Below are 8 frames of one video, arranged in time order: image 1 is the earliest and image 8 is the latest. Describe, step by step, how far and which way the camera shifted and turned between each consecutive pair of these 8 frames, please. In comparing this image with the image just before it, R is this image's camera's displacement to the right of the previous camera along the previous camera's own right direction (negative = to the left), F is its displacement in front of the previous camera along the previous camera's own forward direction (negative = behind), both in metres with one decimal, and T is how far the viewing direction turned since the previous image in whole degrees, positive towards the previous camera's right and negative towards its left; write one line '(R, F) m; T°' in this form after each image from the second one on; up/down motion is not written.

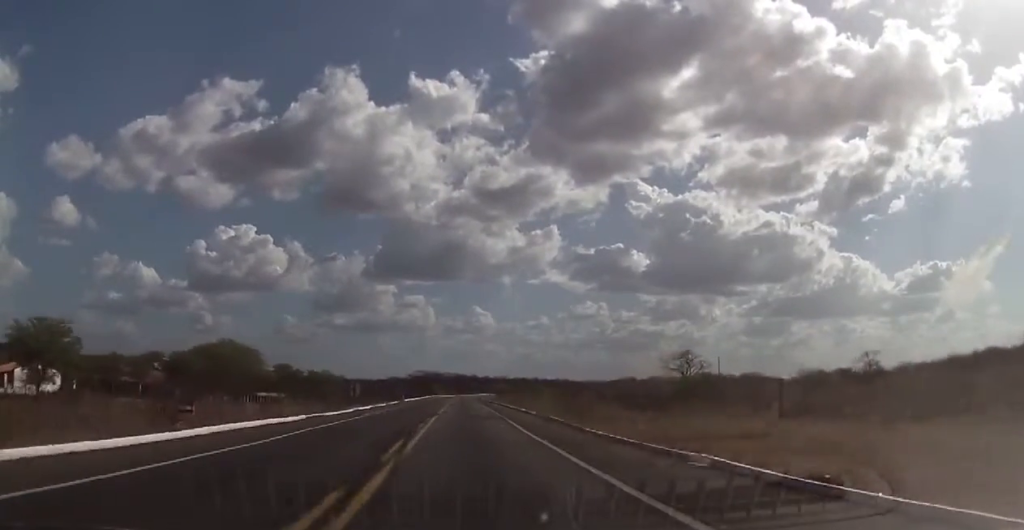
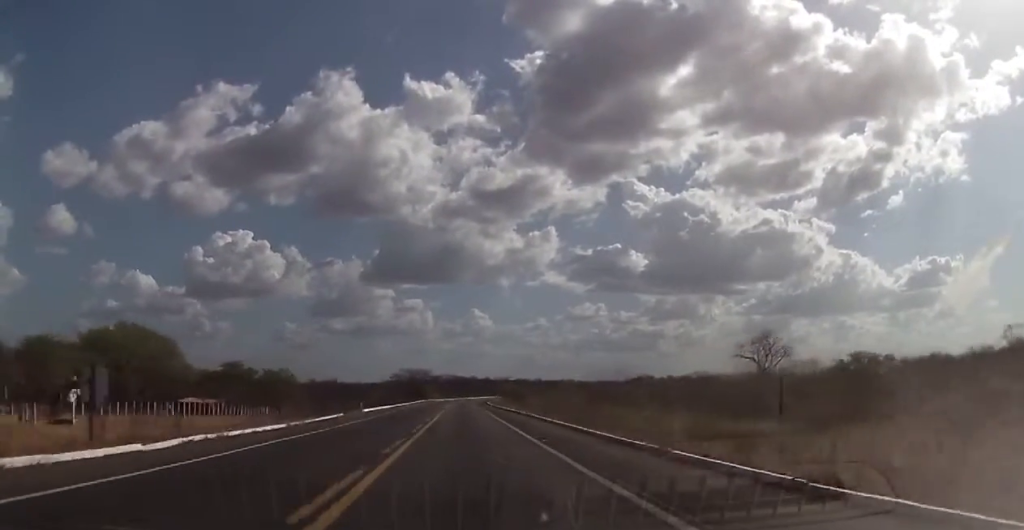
(+0.3, +37.5) m; +1°
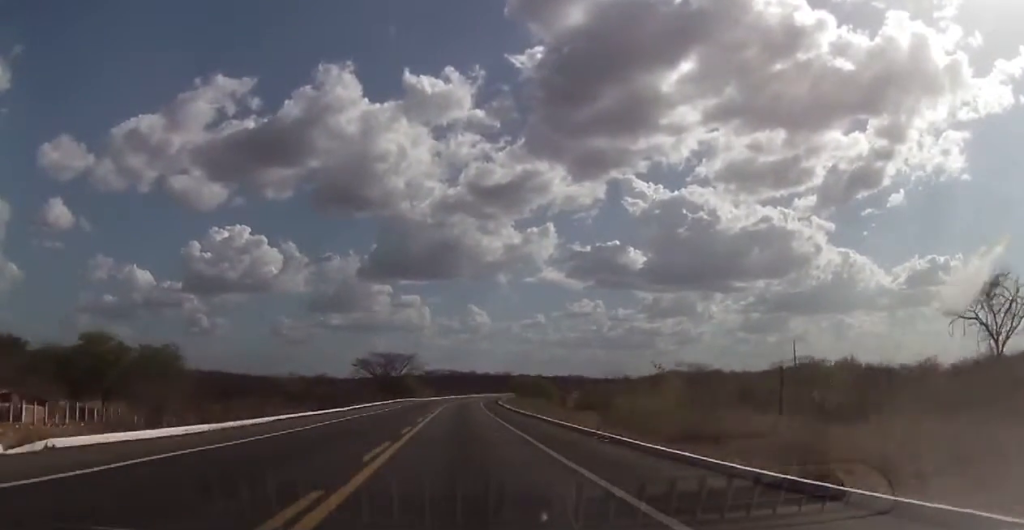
(-0.1, +50.6) m; -1°
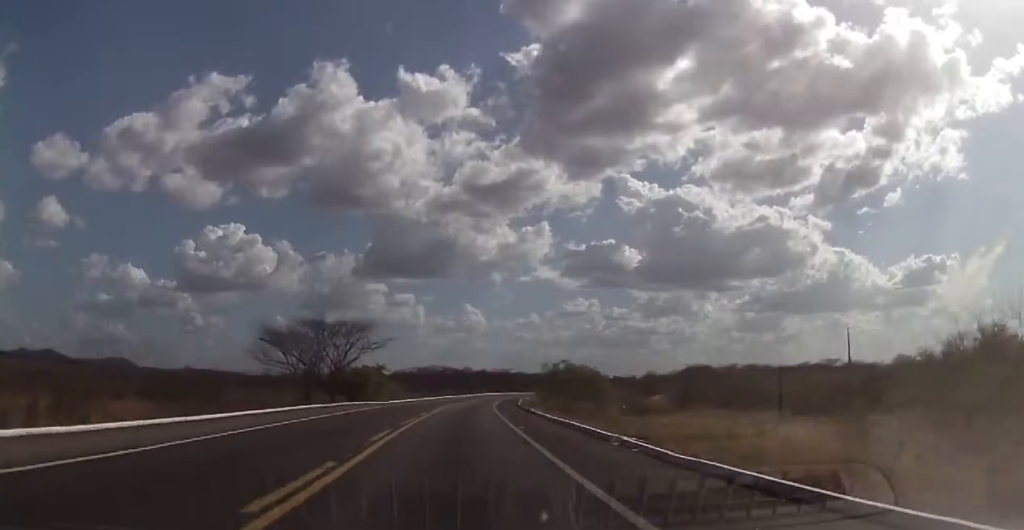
(0.0, +45.5) m; +1°
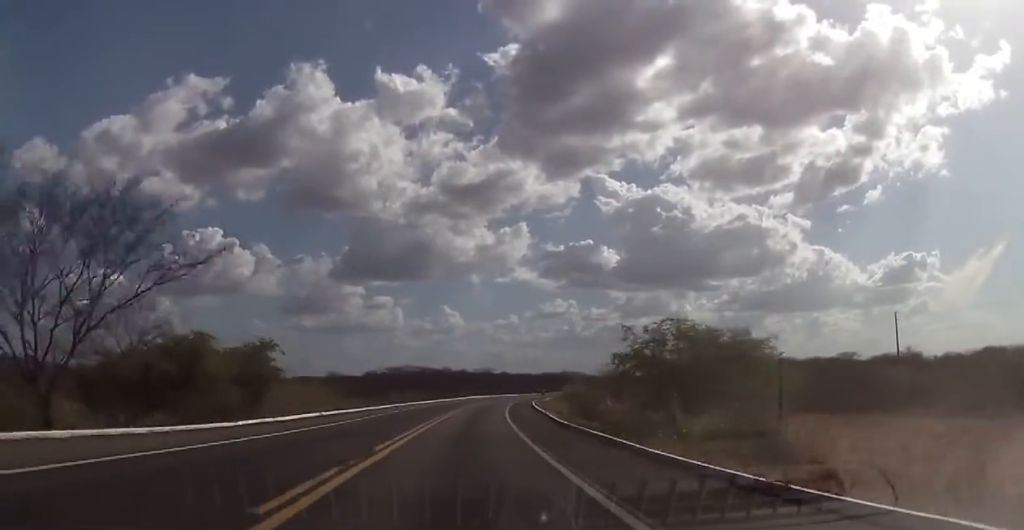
(+0.3, +39.5) m; 0°
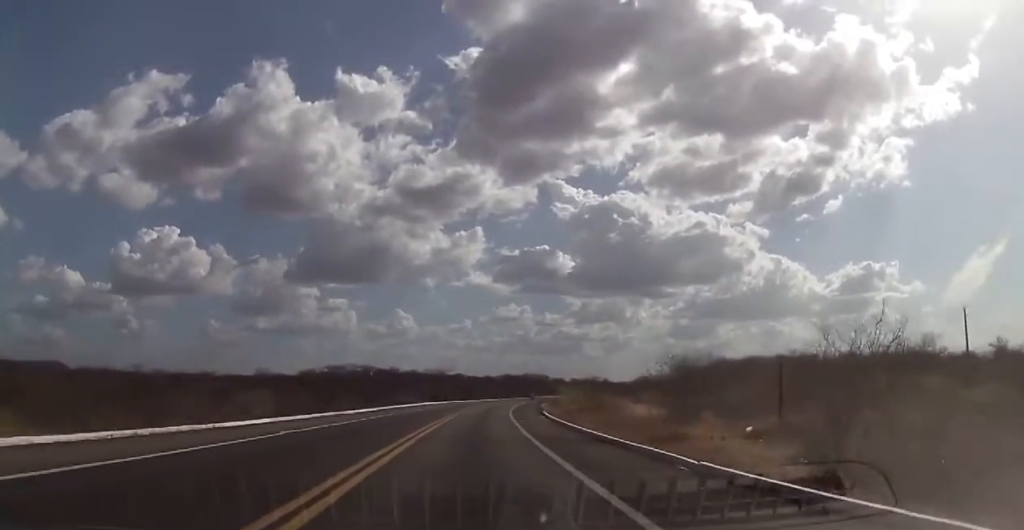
(+0.5, +49.2) m; +2°
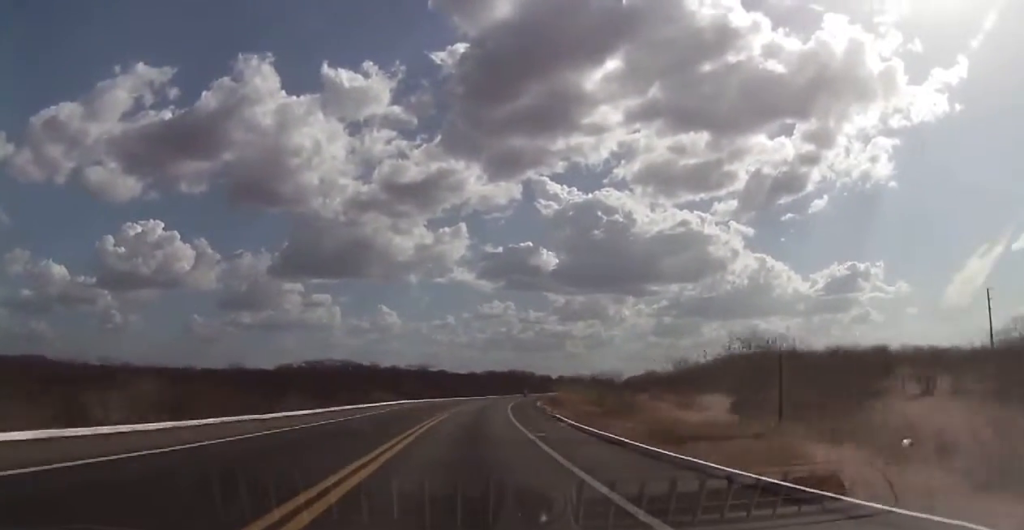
(0.0, +14.2) m; +1°
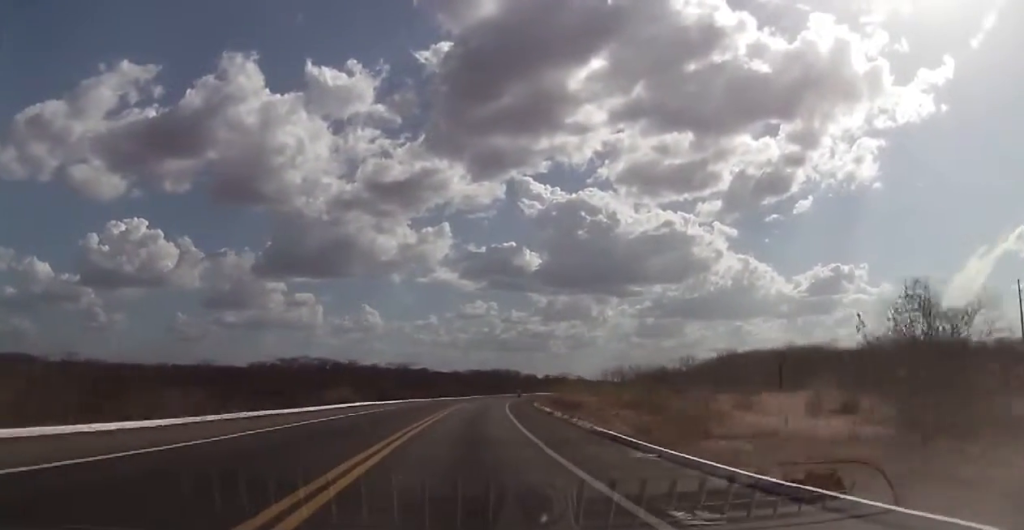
(+0.2, +15.2) m; +1°
